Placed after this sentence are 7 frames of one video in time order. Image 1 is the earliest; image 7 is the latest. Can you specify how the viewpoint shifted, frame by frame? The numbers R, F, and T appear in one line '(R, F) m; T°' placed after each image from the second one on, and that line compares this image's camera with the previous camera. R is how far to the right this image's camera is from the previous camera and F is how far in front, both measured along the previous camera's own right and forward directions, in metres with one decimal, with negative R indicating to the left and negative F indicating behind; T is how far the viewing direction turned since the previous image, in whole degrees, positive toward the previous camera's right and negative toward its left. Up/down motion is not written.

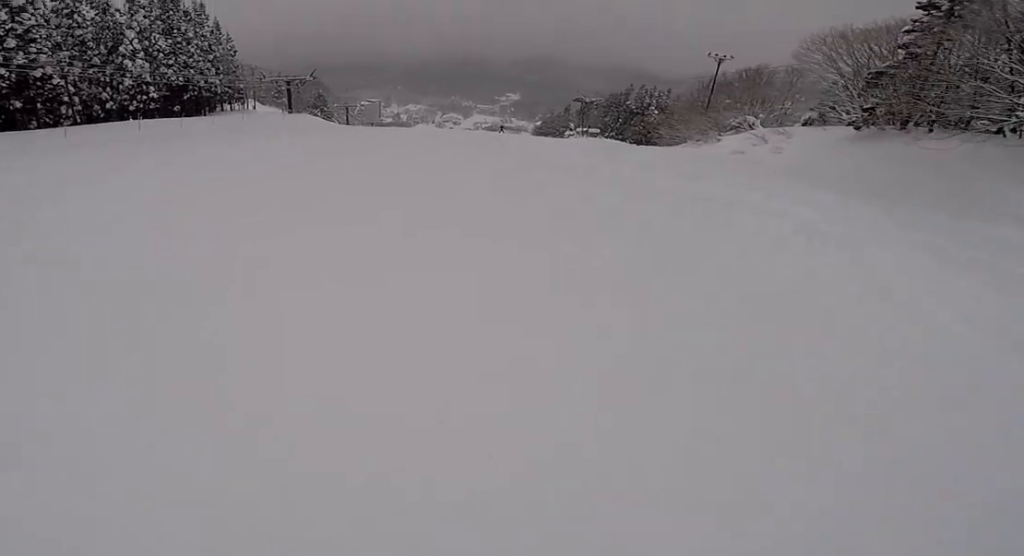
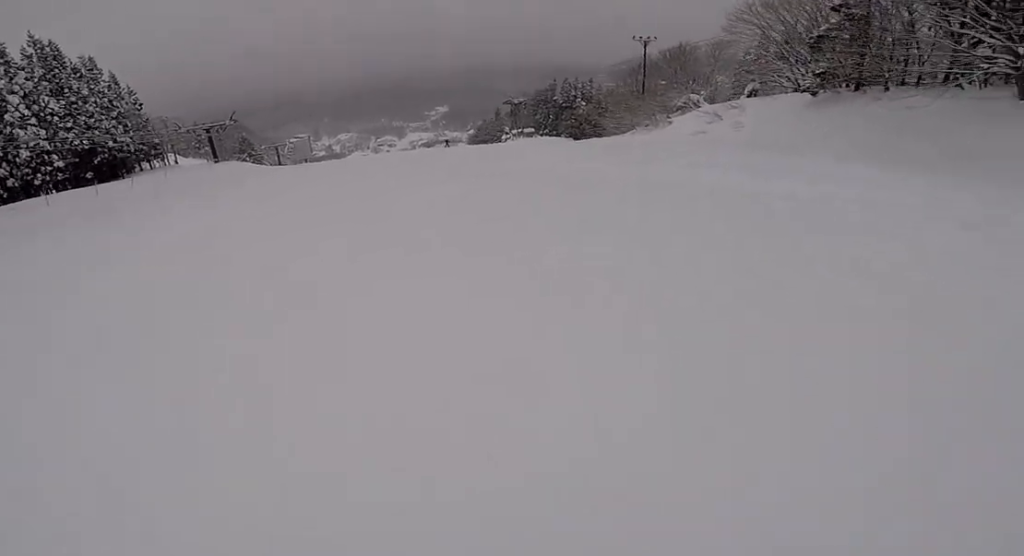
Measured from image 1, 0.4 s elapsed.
(+0.7, +3.1) m; +6°
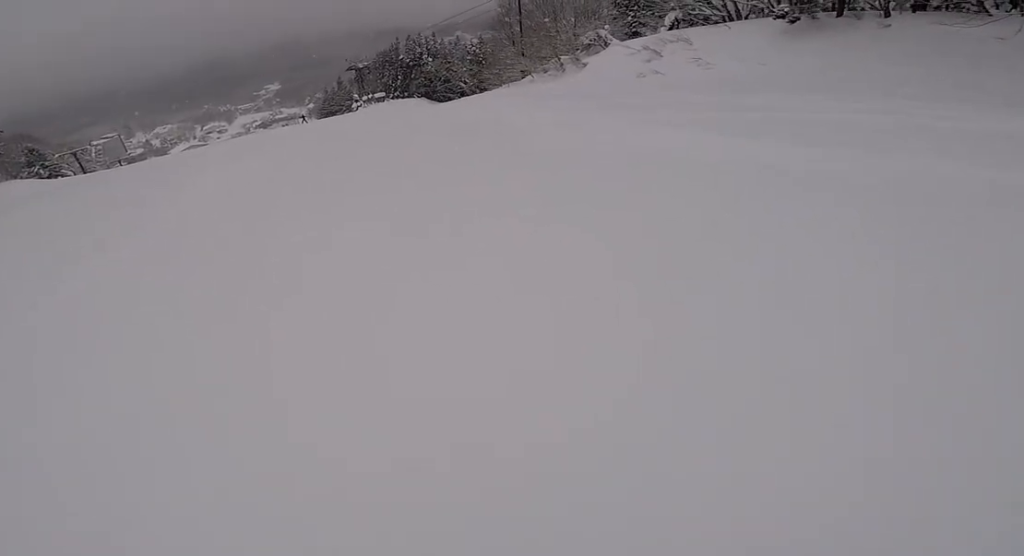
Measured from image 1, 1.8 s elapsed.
(+1.6, +11.3) m; +14°
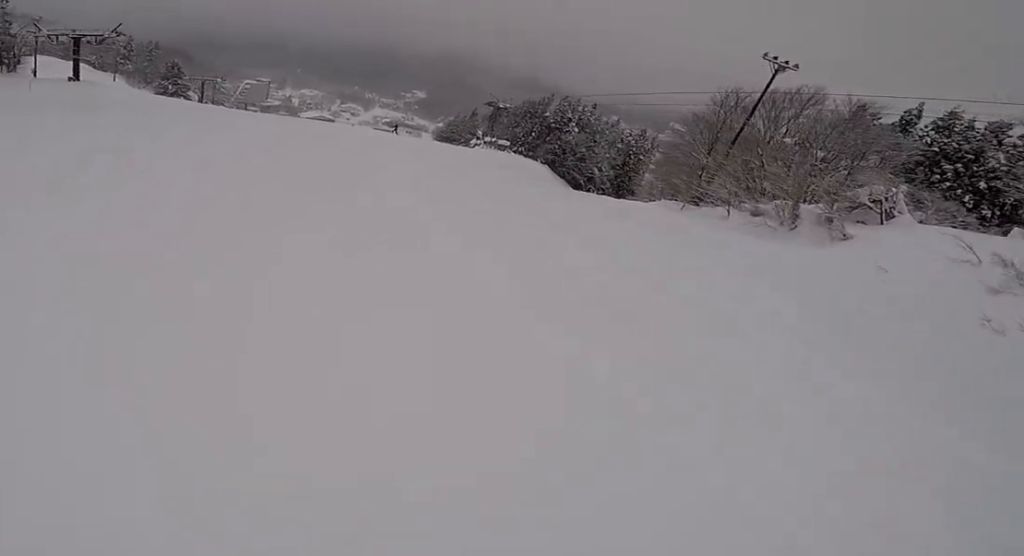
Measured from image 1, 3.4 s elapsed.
(-0.2, +12.3) m; -19°
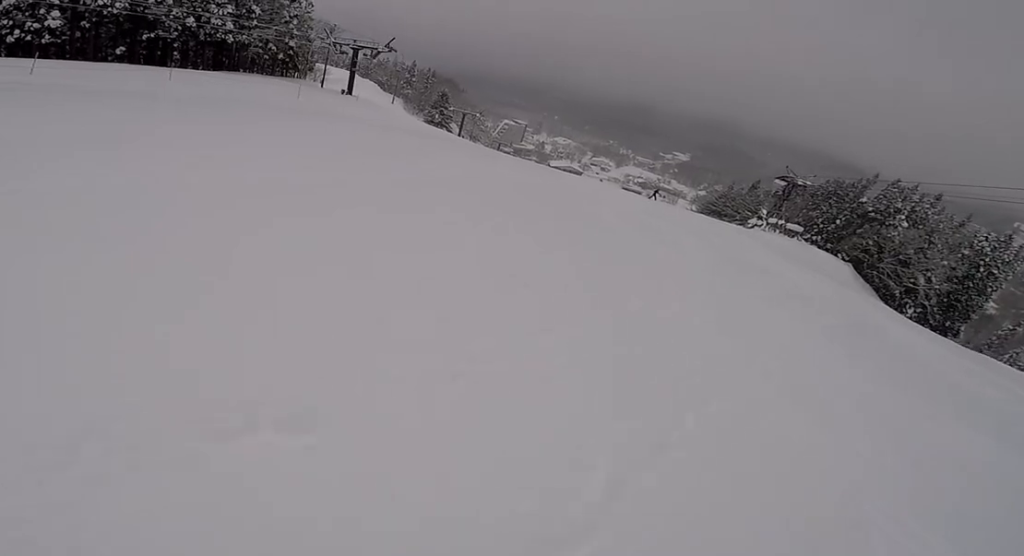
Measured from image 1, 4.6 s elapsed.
(-3.0, +8.9) m; -30°
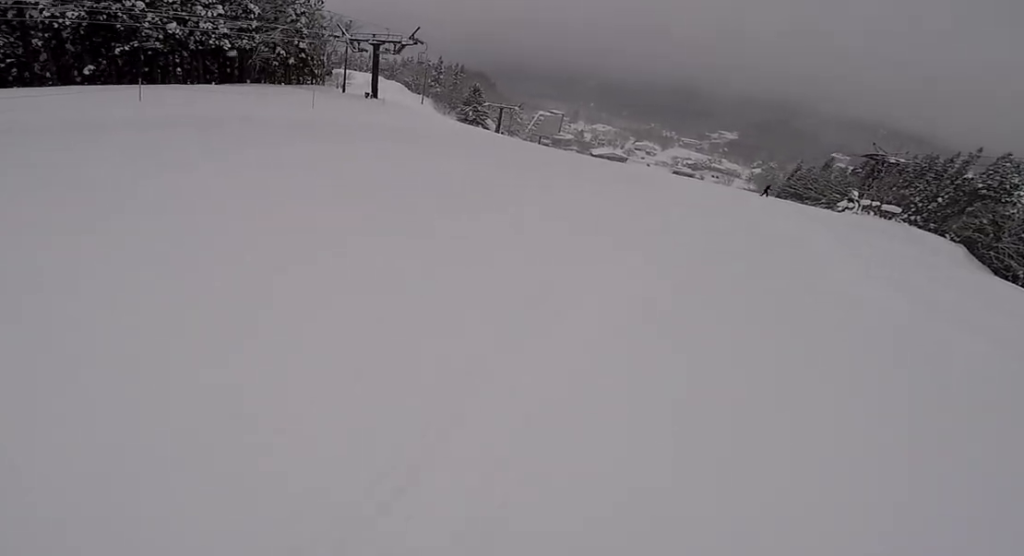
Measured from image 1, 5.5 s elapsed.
(-1.1, +8.3) m; -3°
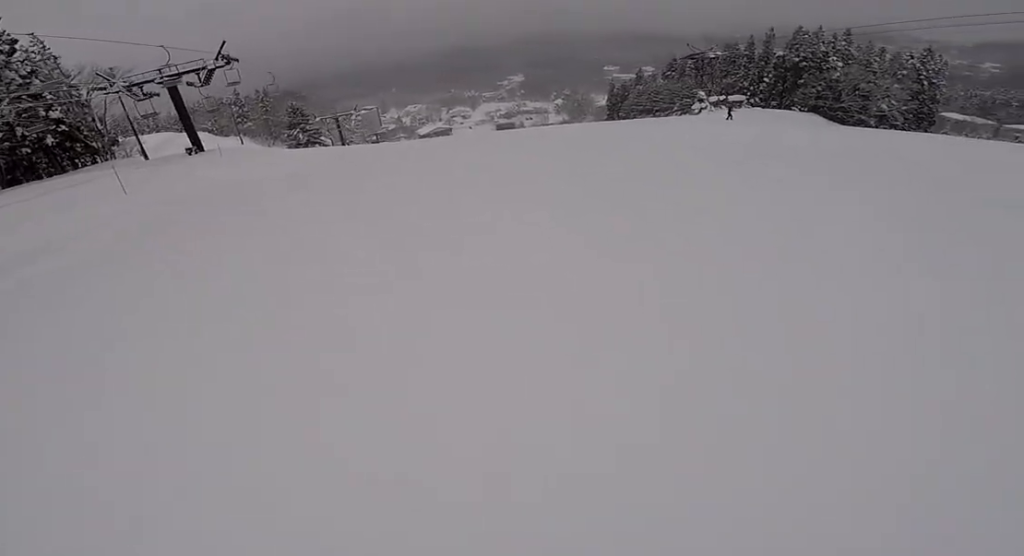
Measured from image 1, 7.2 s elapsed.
(+2.7, +13.6) m; +31°
